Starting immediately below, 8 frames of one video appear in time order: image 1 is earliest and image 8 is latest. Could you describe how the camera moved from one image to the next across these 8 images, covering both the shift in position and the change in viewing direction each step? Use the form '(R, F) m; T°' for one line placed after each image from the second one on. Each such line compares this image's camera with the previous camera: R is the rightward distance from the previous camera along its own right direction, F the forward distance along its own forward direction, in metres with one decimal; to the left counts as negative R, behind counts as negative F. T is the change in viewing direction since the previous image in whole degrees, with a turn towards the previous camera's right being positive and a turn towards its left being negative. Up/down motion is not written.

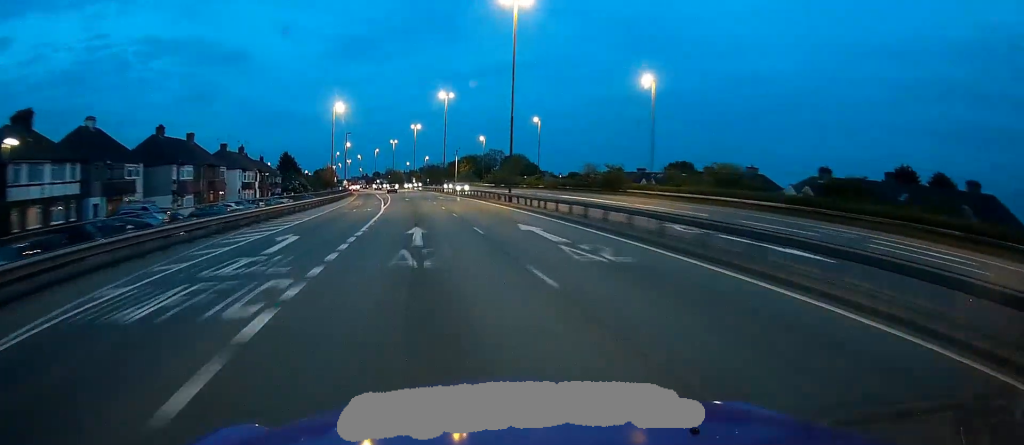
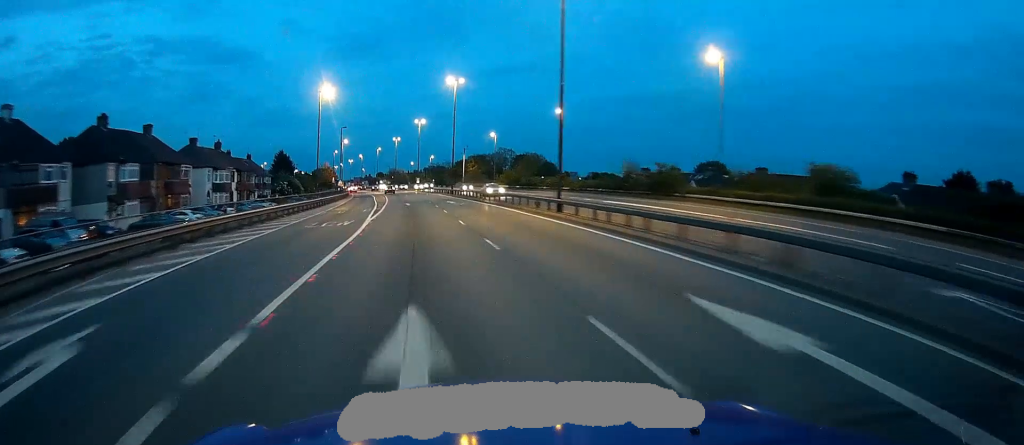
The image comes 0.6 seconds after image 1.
(-0.1, +13.3) m; 0°
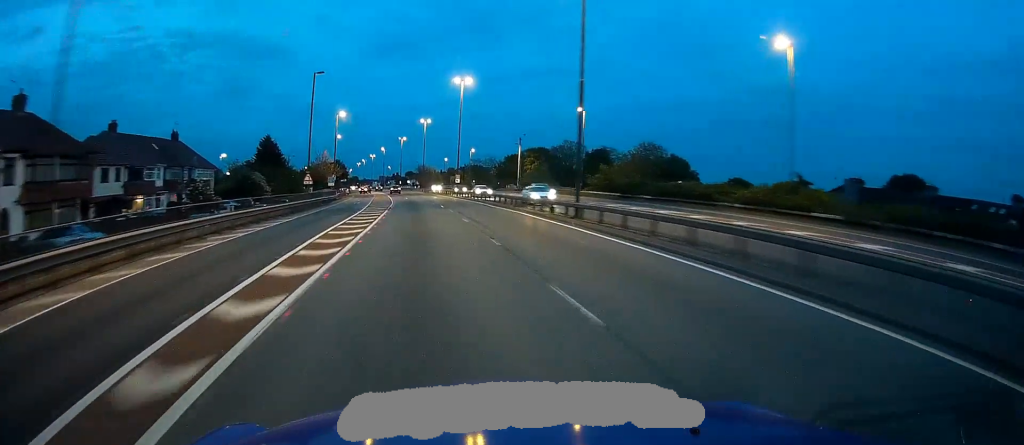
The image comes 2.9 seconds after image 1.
(-0.7, +50.2) m; -3°
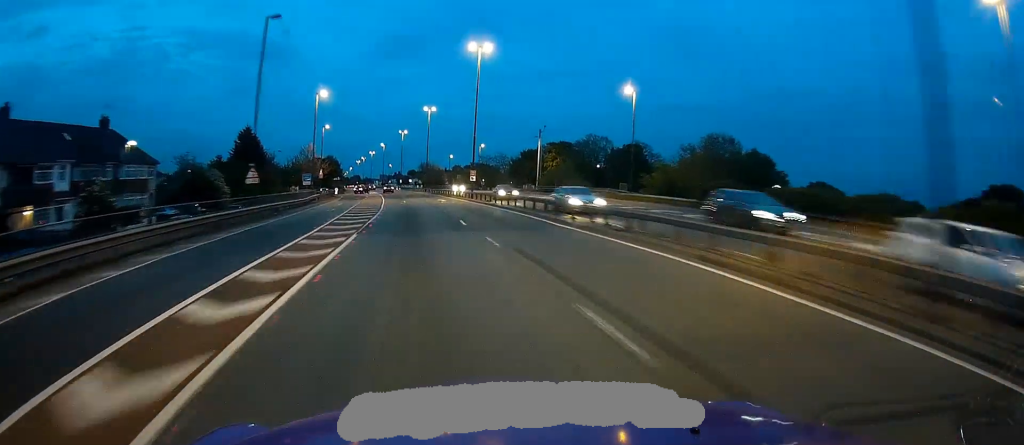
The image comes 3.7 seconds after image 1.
(-0.2, +18.5) m; -1°
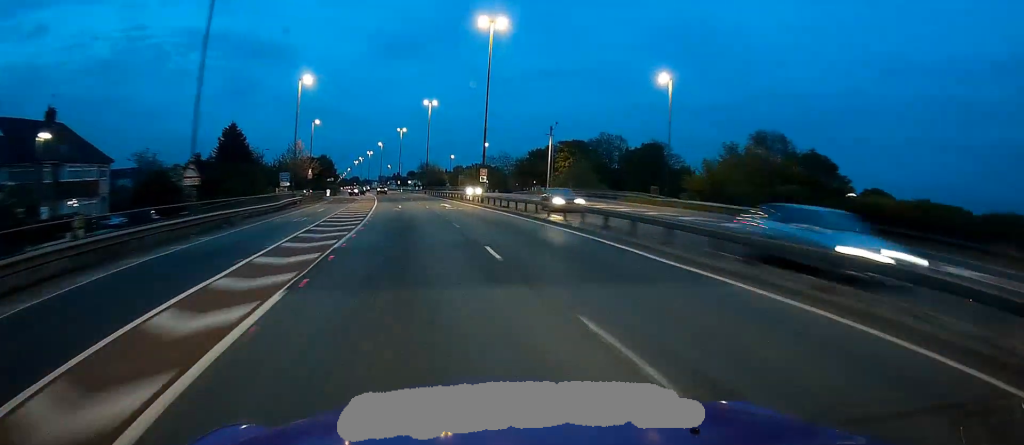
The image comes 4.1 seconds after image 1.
(0.0, +9.6) m; 0°
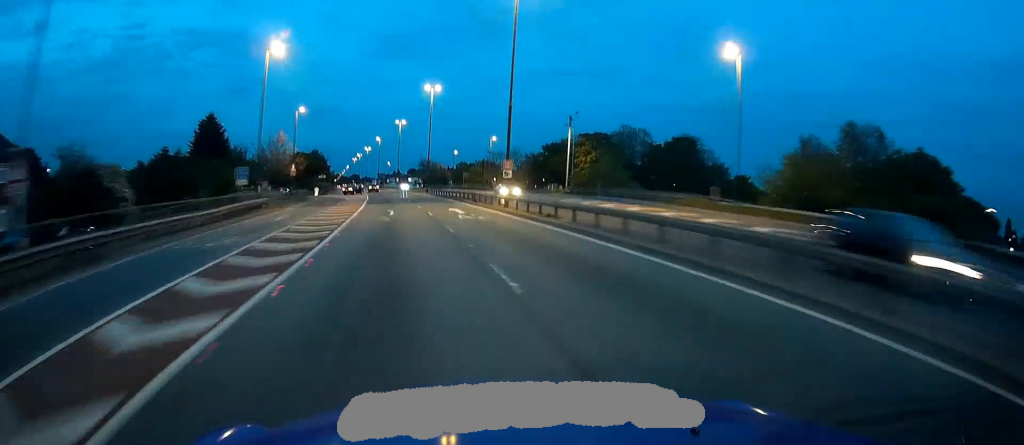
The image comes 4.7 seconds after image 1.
(0.0, +12.6) m; 0°
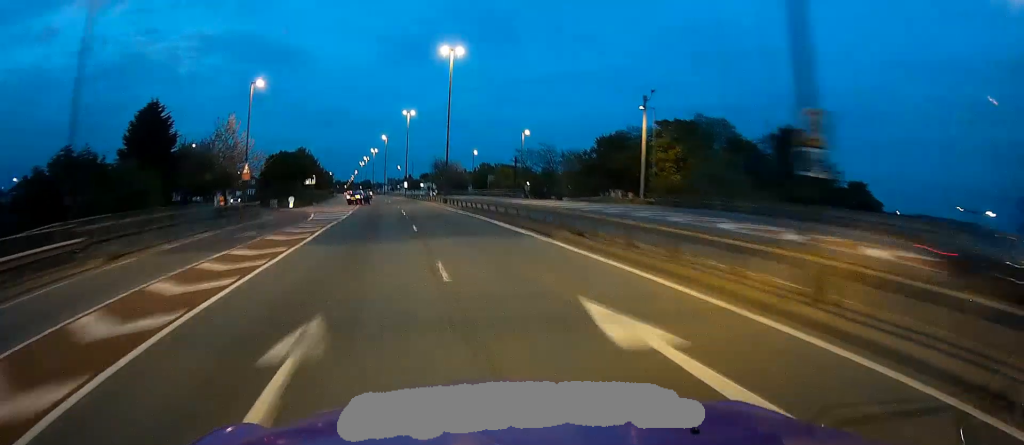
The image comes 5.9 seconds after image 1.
(0.0, +26.0) m; -1°
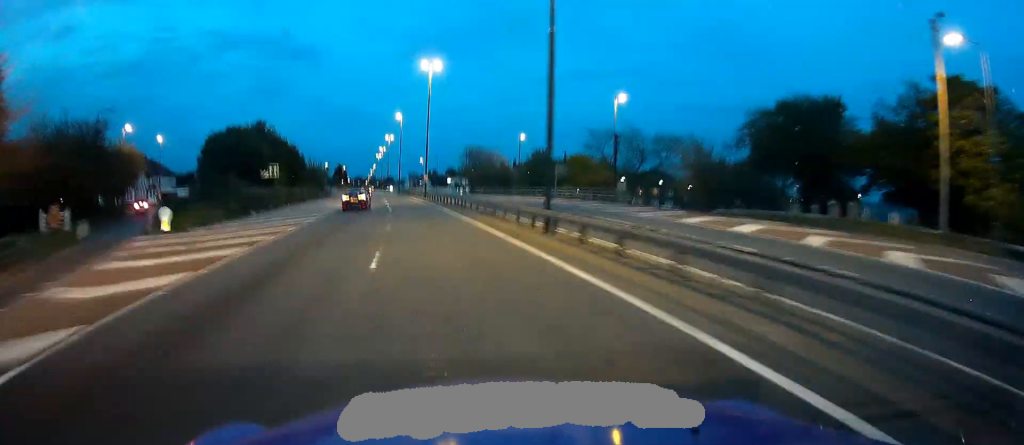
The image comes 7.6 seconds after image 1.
(-0.8, +38.2) m; -2°
